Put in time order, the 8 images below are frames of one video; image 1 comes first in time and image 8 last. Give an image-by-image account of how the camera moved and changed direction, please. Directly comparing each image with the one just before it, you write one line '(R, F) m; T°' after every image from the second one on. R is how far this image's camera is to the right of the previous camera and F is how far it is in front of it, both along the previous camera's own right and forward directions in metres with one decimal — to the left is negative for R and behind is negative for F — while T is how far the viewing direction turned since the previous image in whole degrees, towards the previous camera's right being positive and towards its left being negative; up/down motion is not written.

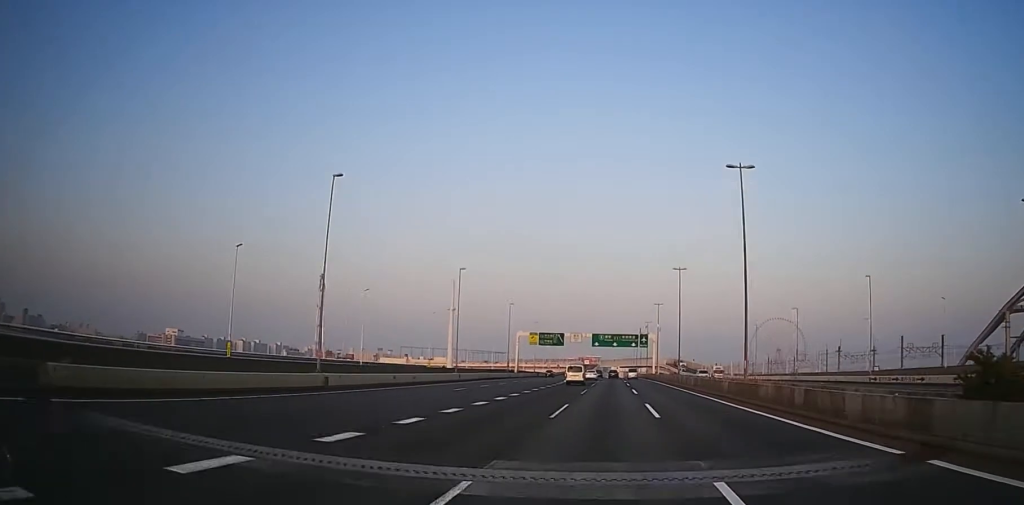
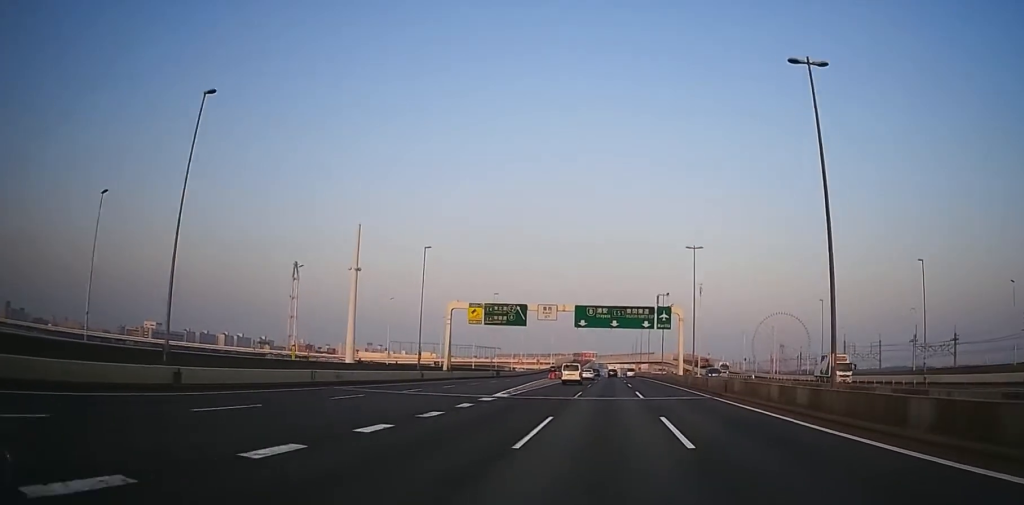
(-2.5, +47.4) m; 0°
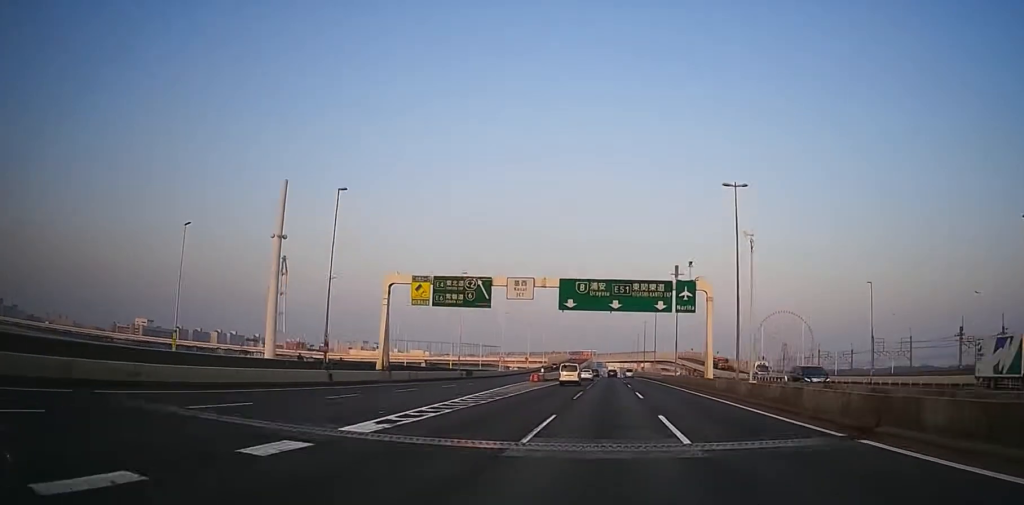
(+1.2, +20.2) m; 0°
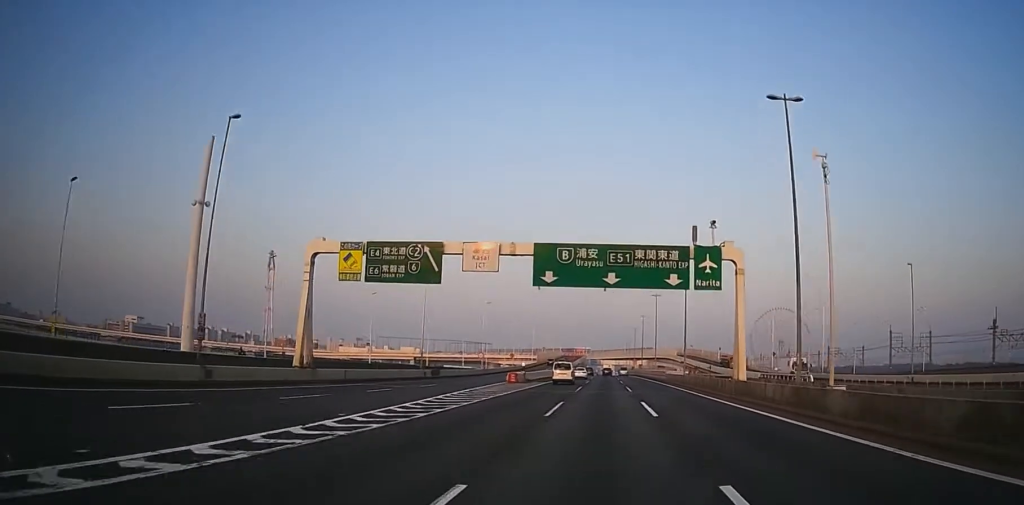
(-0.4, +13.6) m; 0°
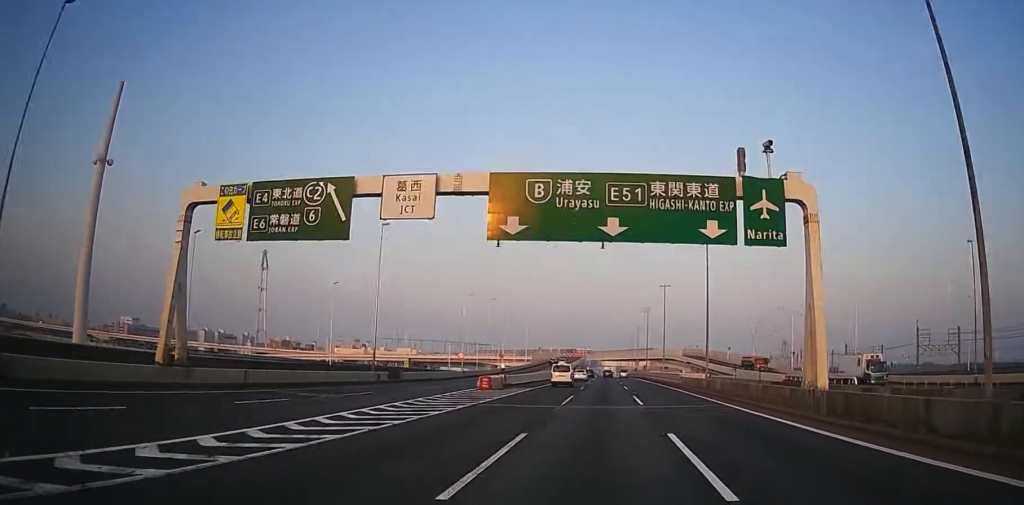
(-0.7, +11.9) m; 0°
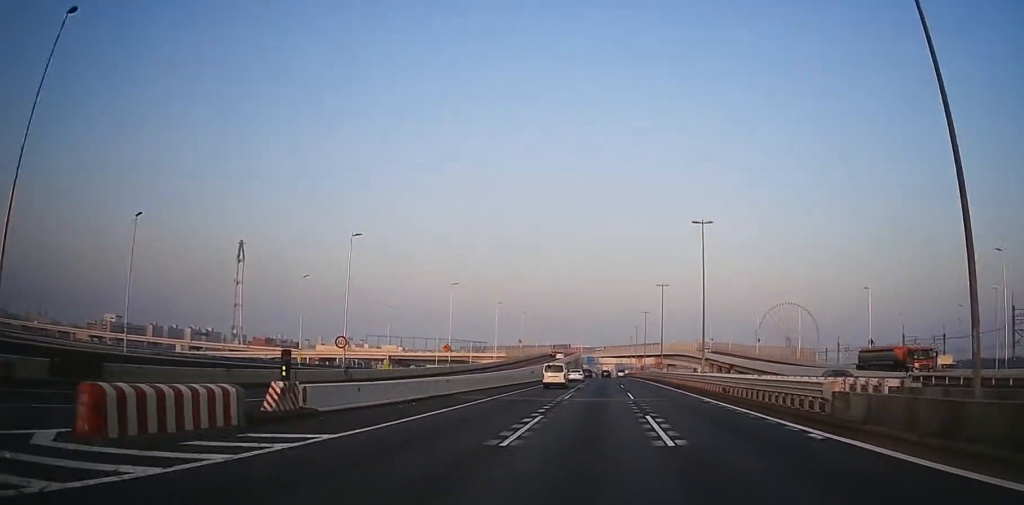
(+2.1, +37.3) m; +2°
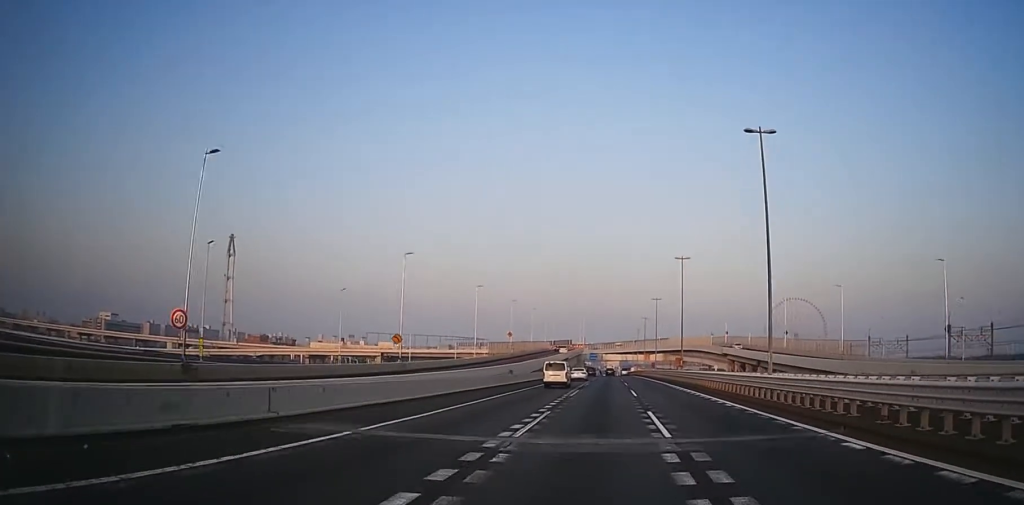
(-0.3, +18.4) m; -2°
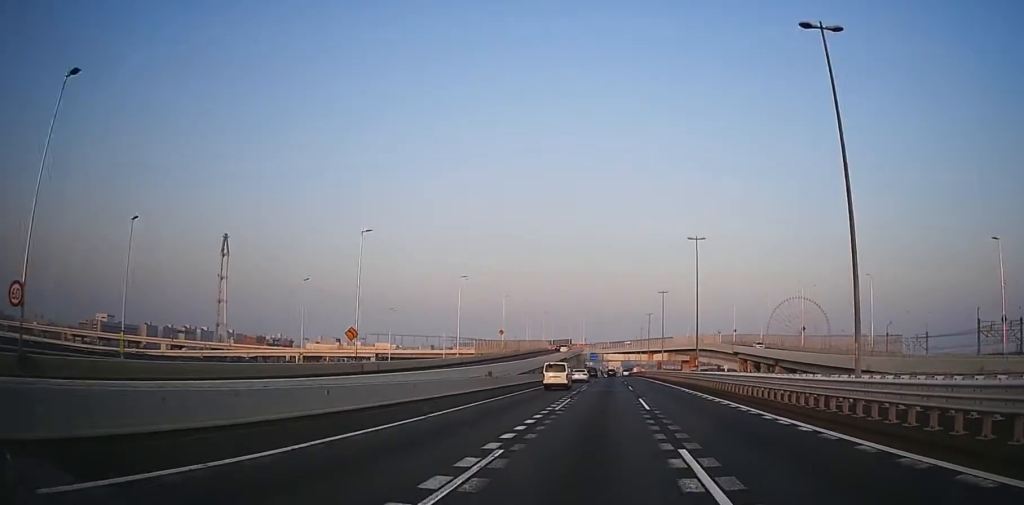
(-0.6, +10.6) m; 0°
